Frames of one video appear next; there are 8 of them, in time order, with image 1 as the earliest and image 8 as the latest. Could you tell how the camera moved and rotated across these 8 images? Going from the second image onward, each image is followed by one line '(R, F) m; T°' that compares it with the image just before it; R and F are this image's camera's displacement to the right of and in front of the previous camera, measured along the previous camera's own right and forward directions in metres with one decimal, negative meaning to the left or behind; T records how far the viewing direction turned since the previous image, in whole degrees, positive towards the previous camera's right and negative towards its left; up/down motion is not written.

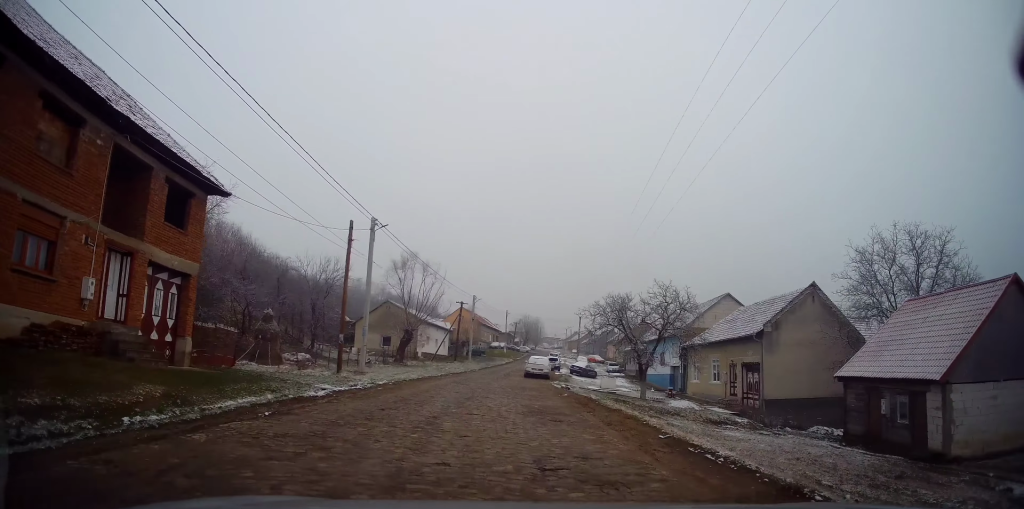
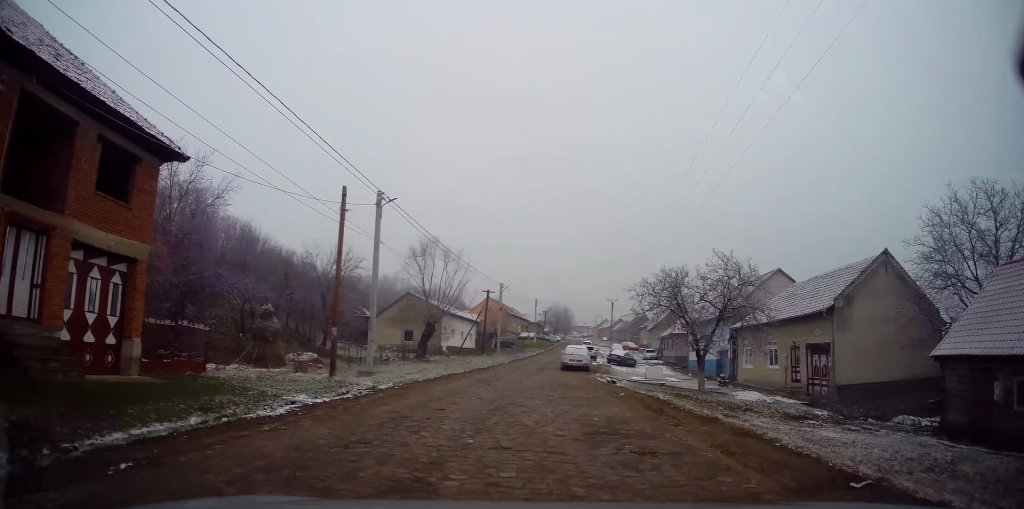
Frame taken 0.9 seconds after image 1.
(-0.3, +4.9) m; -3°
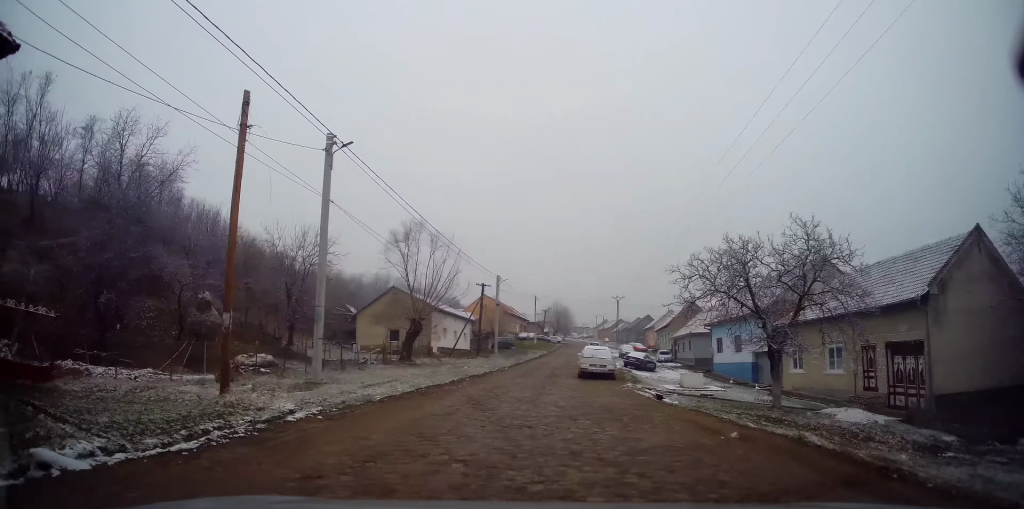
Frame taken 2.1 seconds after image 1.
(0.0, +7.5) m; +2°
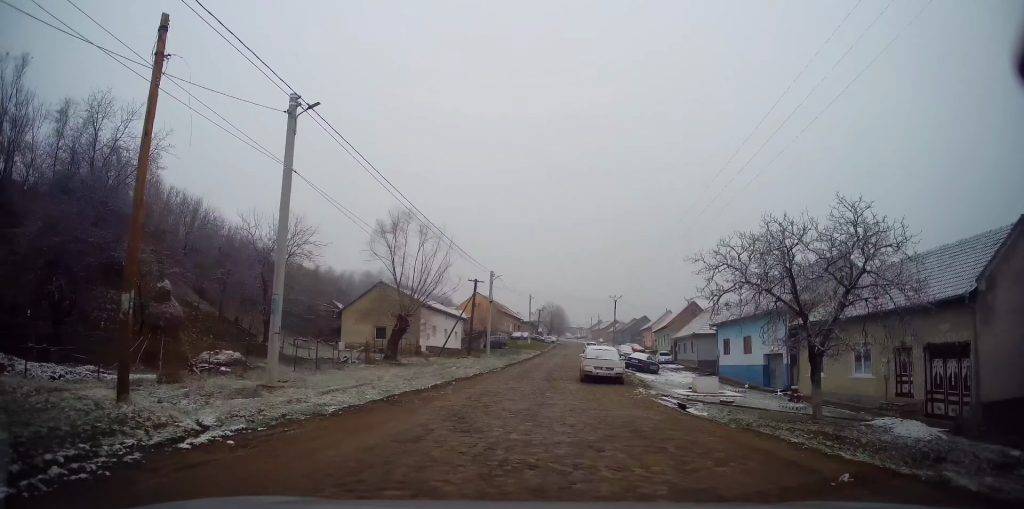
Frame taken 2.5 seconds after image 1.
(+0.1, +3.0) m; +1°
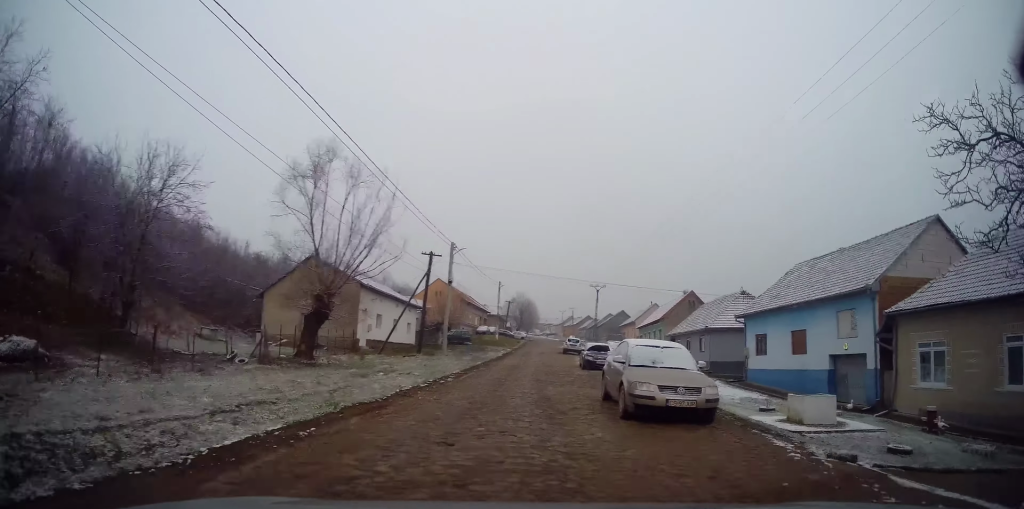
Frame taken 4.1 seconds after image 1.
(+0.3, +11.2) m; +6°
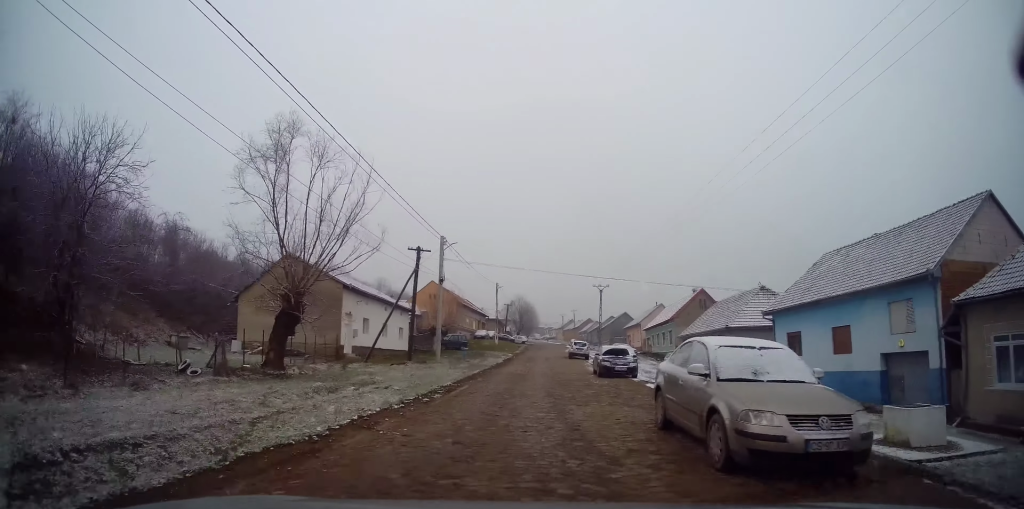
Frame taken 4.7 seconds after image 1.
(+0.3, +4.1) m; +2°
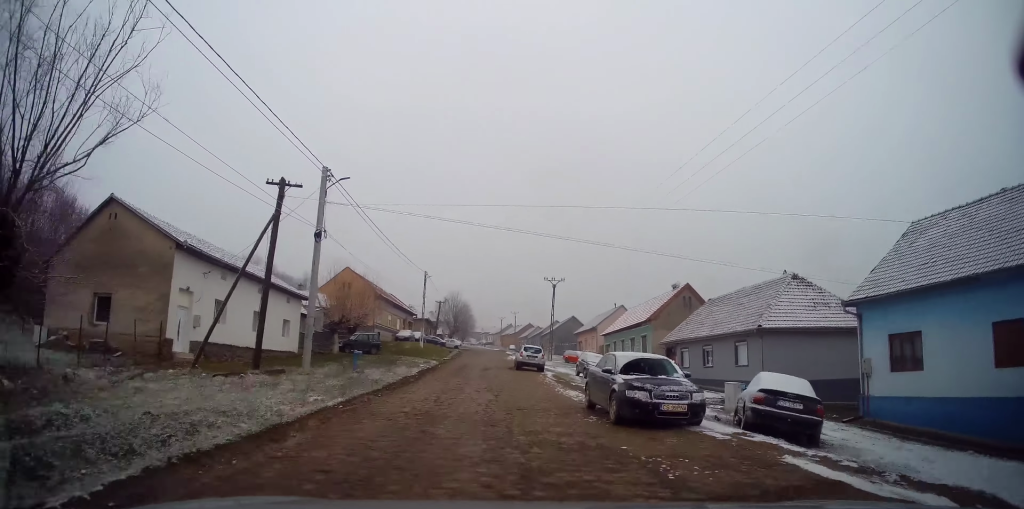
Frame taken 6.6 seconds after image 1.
(+0.5, +13.8) m; +2°
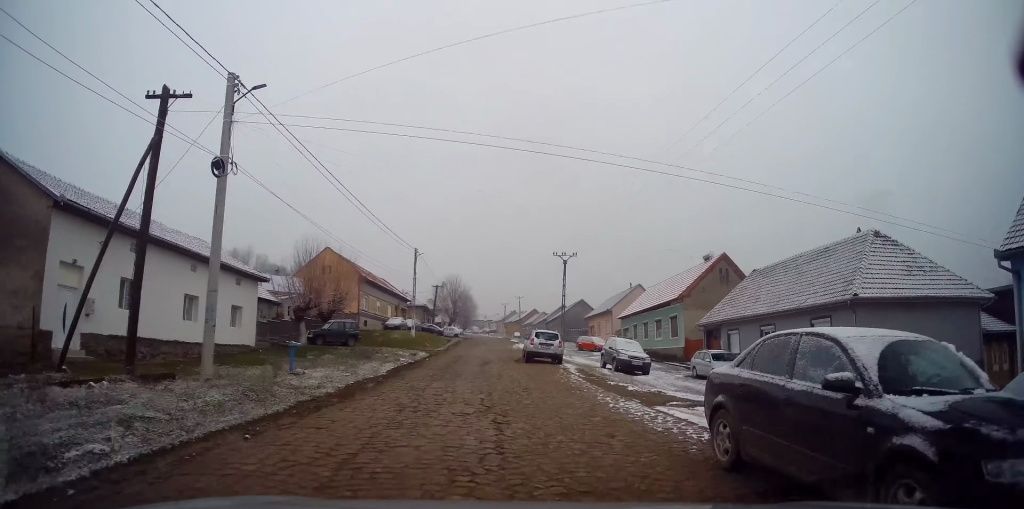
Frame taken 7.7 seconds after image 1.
(0.0, +7.6) m; -1°
